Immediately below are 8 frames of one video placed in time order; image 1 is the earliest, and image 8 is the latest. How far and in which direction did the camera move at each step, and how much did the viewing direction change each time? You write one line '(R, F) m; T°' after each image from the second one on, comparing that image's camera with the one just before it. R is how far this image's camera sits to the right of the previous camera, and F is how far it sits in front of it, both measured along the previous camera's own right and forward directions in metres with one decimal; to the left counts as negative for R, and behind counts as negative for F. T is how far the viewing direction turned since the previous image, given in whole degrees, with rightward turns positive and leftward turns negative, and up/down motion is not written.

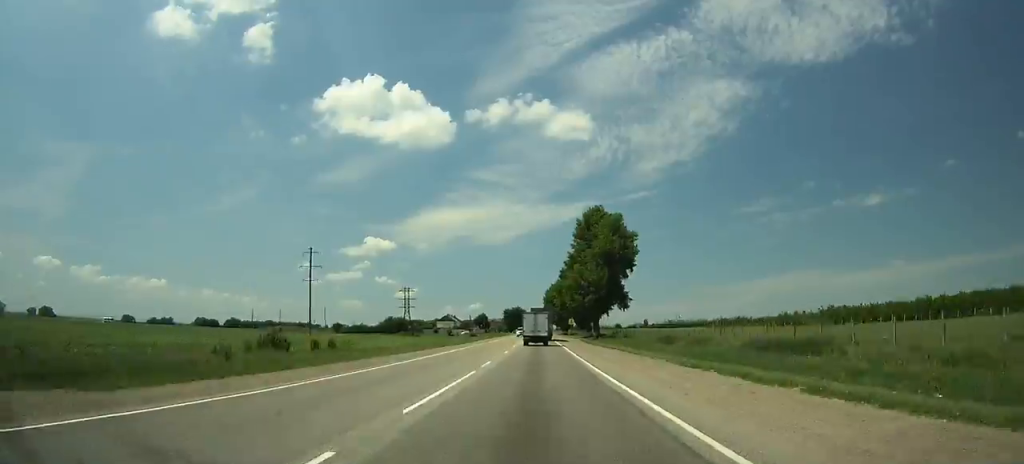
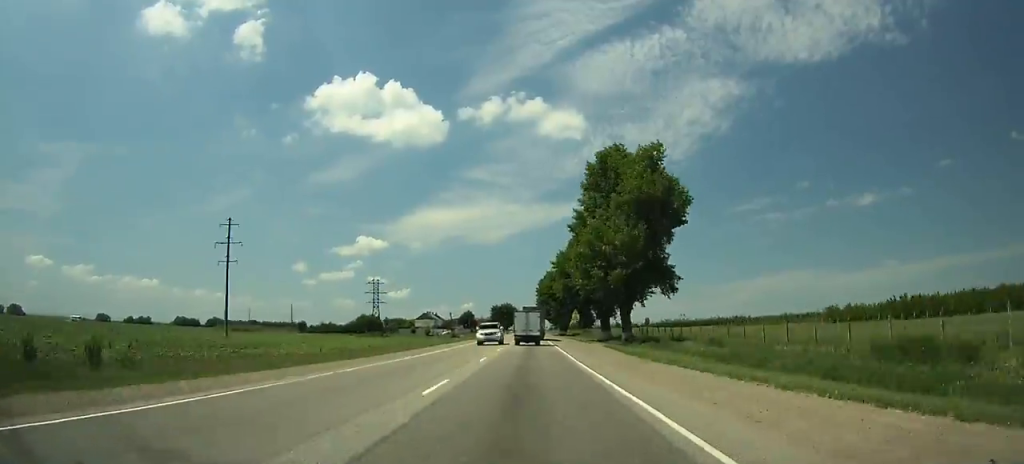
(0.0, +32.9) m; 0°
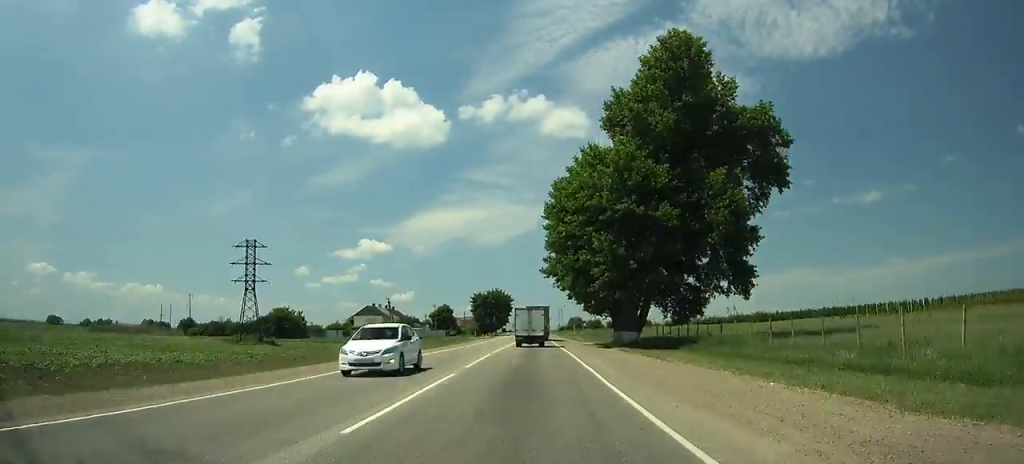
(0.0, +87.7) m; 0°
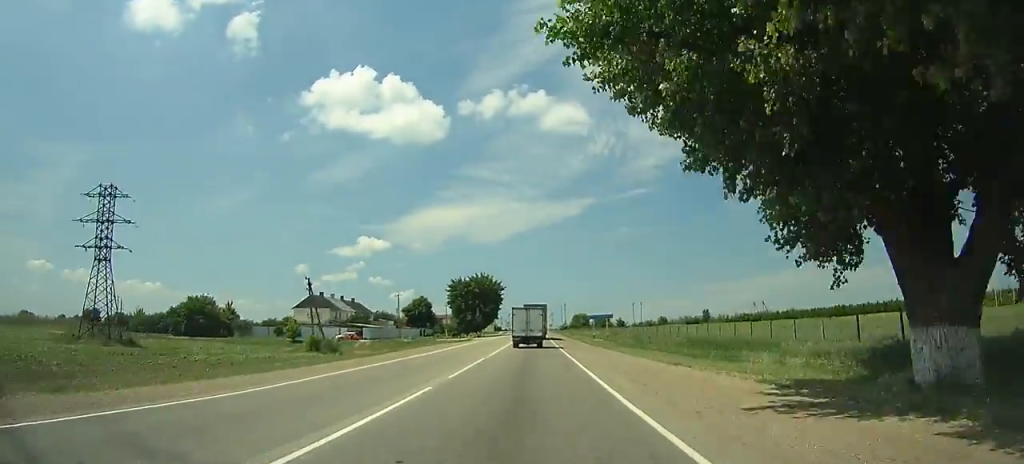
(0.0, +38.4) m; 0°
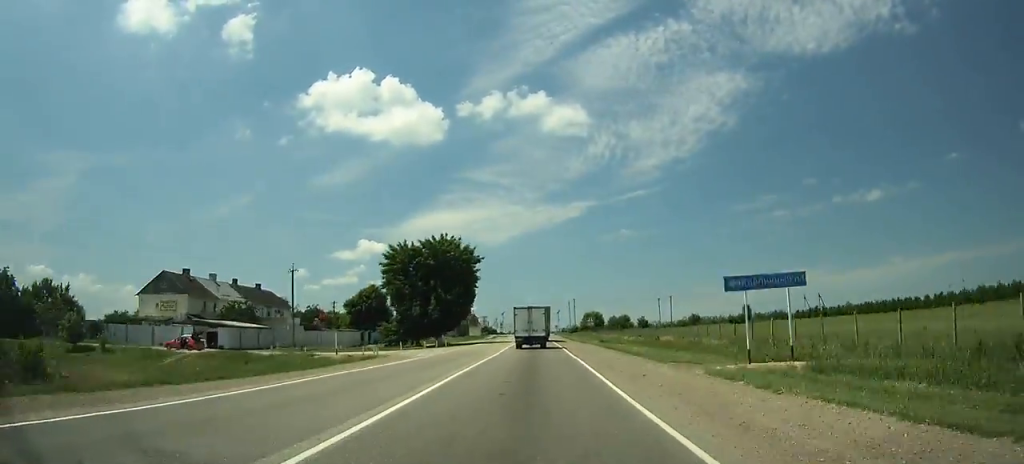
(-0.1, +50.1) m; 0°
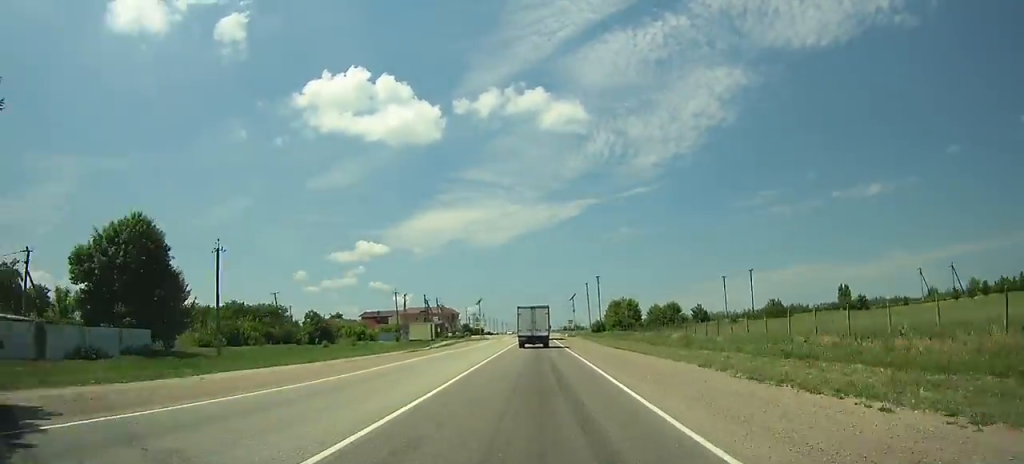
(+0.2, +70.9) m; 0°
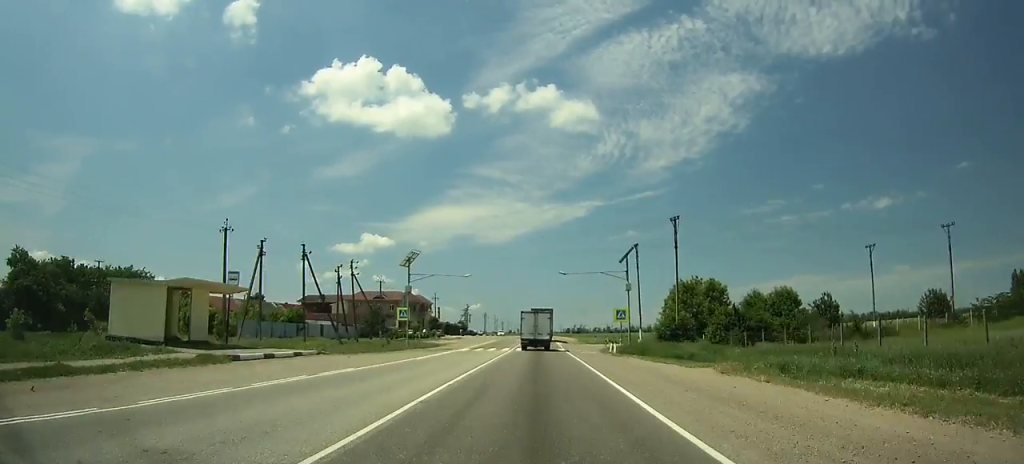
(-0.3, +60.3) m; 0°
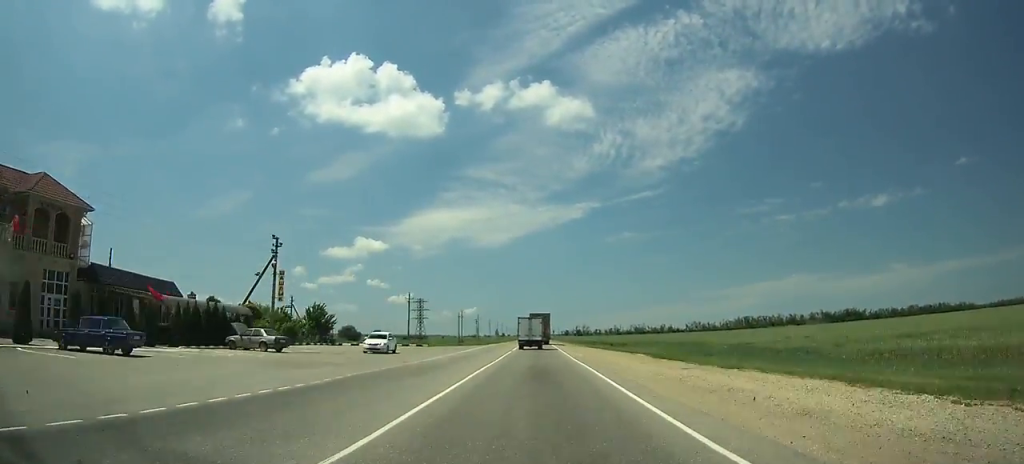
(+0.4, +122.1) m; 0°
